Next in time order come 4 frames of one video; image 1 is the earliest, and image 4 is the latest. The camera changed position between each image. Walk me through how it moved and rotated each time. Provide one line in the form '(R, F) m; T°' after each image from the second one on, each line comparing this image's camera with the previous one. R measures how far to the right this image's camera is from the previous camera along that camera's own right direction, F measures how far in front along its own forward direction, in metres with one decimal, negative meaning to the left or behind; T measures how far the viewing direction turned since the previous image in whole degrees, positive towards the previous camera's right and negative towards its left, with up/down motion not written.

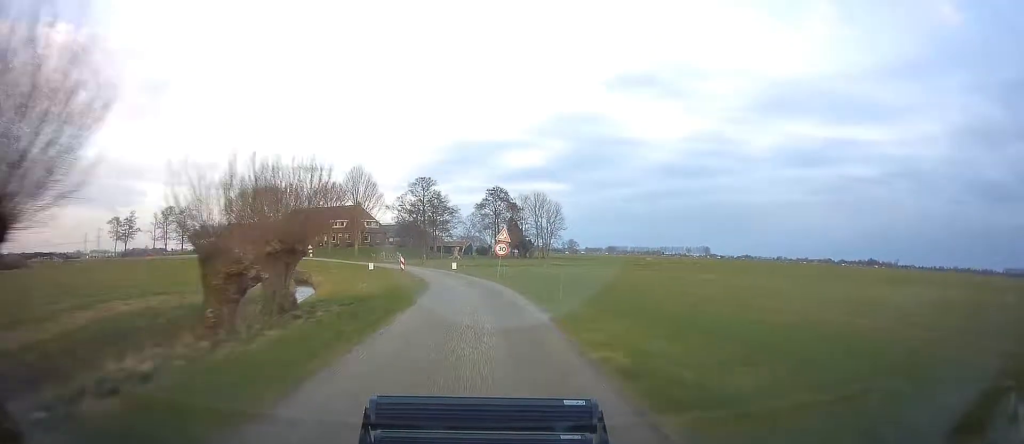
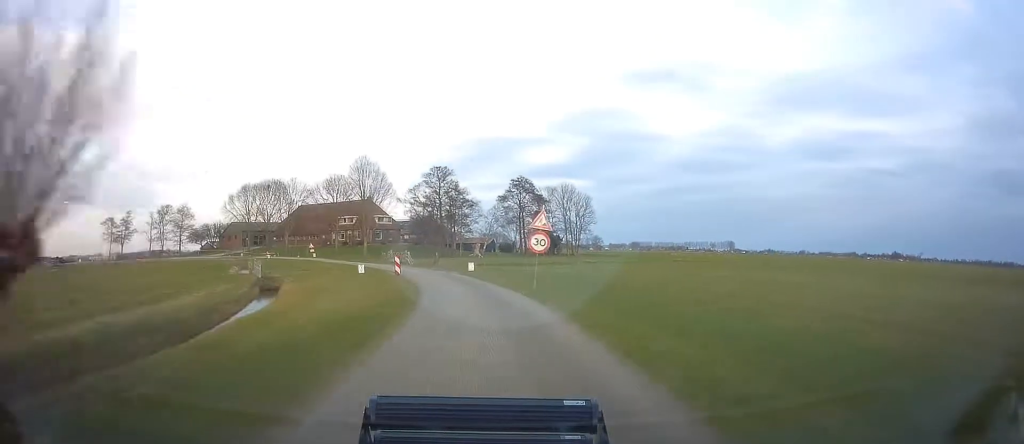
(+0.2, +11.3) m; -1°
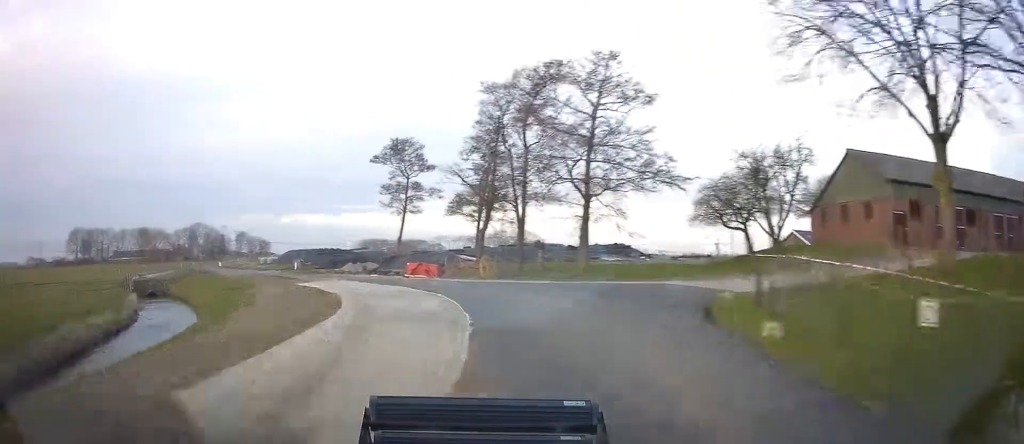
(-41.3, +104.3) m; -59°
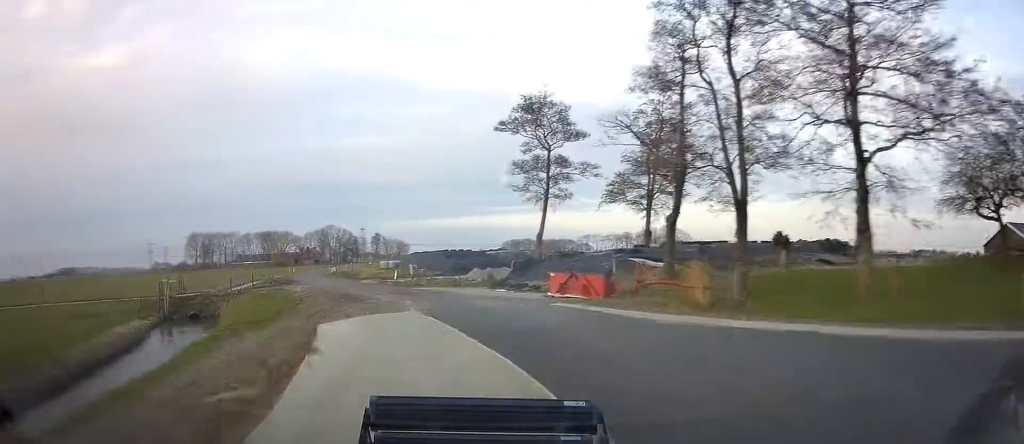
(-1.5, +13.0) m; -14°
